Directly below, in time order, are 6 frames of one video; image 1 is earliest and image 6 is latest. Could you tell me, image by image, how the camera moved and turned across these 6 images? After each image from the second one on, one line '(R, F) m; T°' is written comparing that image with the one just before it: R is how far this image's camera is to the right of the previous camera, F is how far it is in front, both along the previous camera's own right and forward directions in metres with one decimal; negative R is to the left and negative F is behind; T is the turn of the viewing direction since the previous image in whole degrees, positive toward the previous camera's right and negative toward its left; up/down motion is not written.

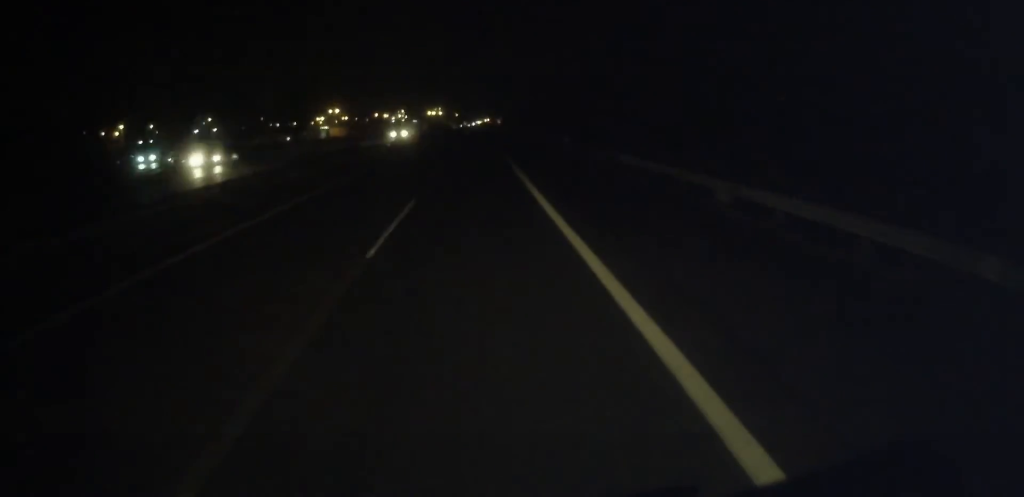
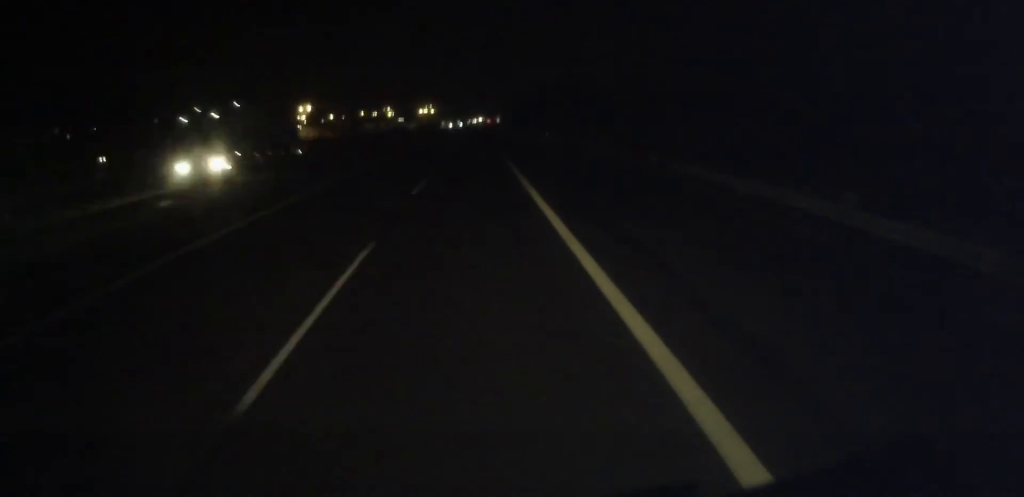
(-0.1, +44.7) m; 0°
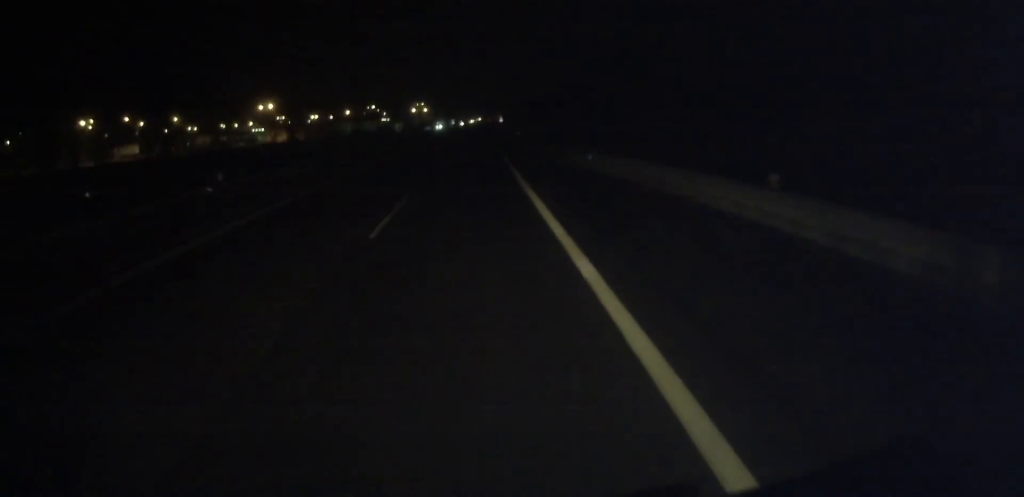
(+0.2, +45.9) m; 0°
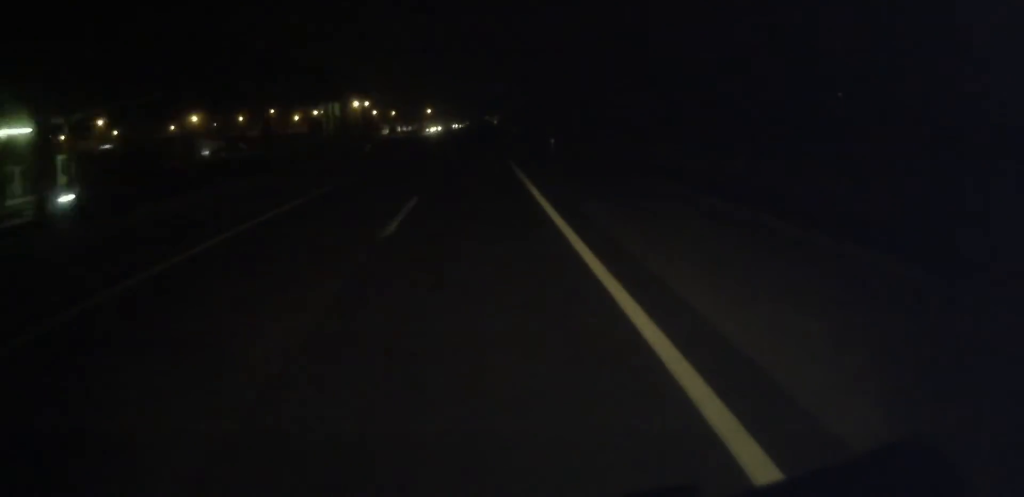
(+1.5, +211.1) m; +1°
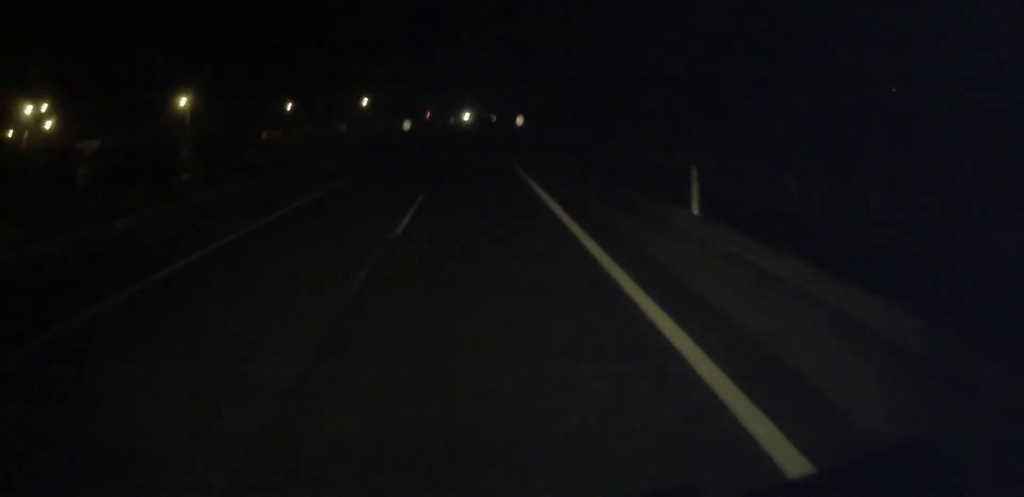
(+1.9, +231.4) m; +1°
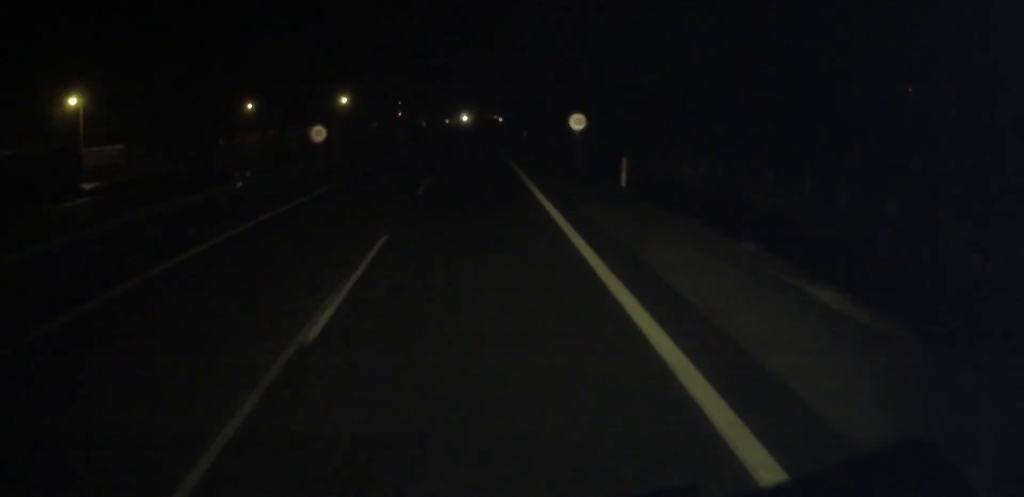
(+0.3, +42.5) m; 0°
